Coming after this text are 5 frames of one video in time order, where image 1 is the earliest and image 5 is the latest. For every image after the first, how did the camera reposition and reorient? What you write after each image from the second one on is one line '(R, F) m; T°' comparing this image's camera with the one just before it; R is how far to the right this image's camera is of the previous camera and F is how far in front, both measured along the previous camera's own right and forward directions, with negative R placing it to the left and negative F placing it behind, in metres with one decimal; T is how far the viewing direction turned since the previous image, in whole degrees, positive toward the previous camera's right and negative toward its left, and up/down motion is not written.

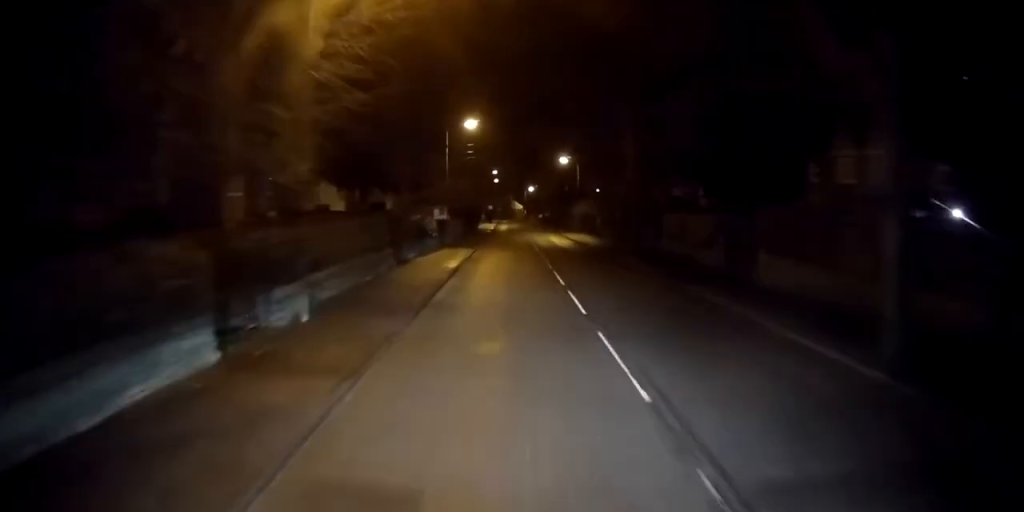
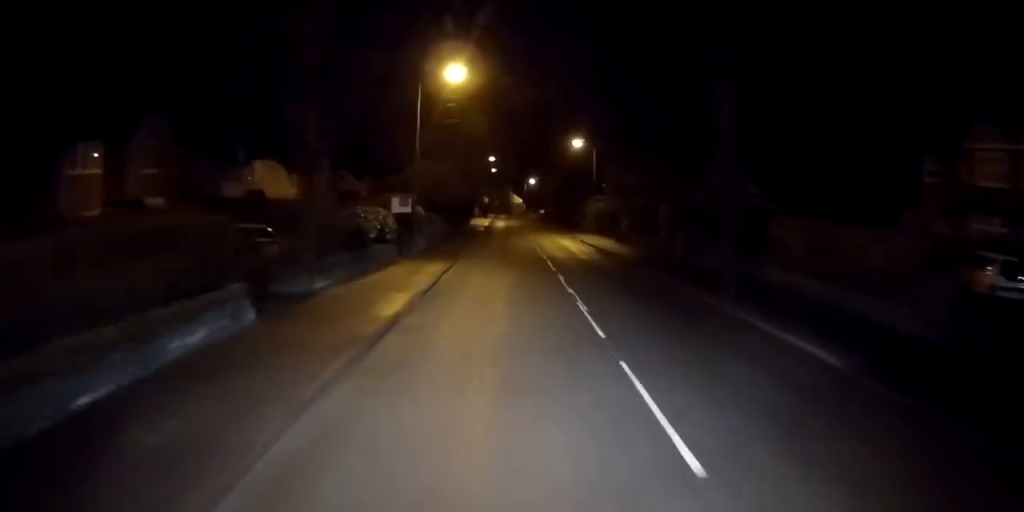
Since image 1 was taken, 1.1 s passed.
(0.0, +15.3) m; +1°
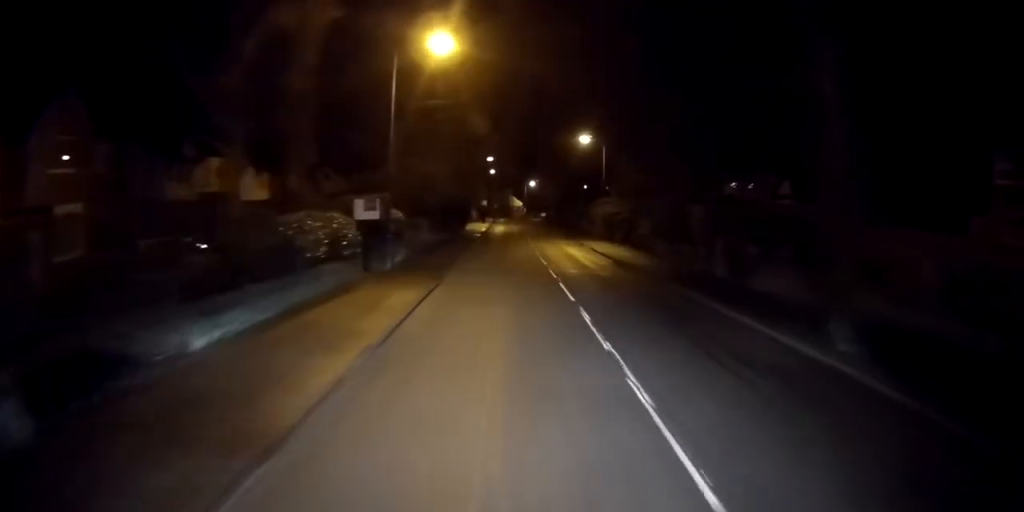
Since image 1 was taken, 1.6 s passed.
(+0.1, +6.7) m; 0°
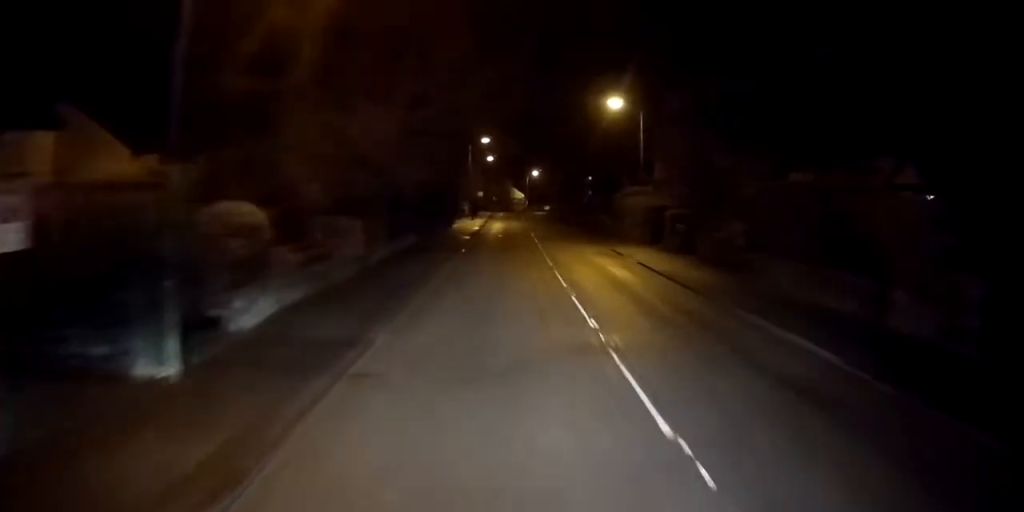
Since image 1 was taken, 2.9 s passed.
(-0.2, +16.4) m; 0°
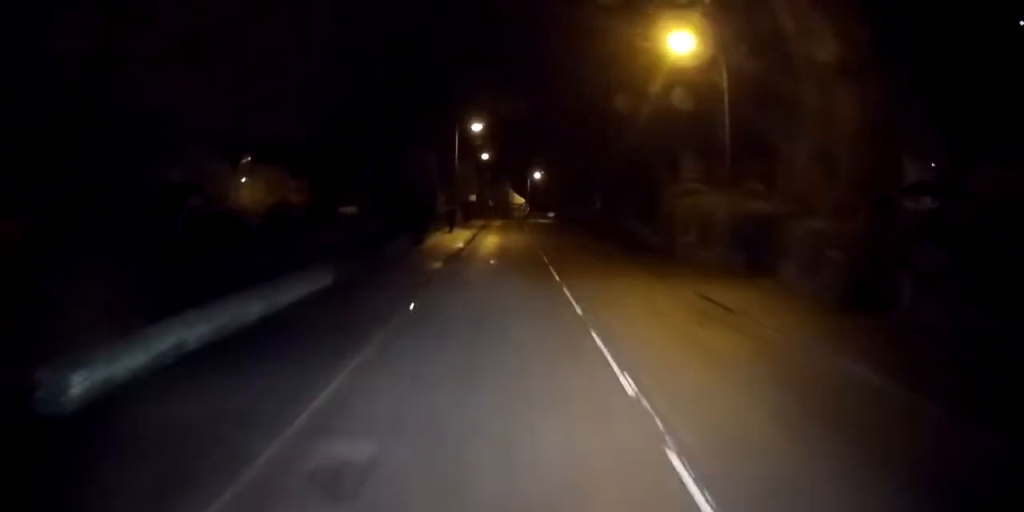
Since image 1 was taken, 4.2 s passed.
(+0.2, +16.7) m; +1°
